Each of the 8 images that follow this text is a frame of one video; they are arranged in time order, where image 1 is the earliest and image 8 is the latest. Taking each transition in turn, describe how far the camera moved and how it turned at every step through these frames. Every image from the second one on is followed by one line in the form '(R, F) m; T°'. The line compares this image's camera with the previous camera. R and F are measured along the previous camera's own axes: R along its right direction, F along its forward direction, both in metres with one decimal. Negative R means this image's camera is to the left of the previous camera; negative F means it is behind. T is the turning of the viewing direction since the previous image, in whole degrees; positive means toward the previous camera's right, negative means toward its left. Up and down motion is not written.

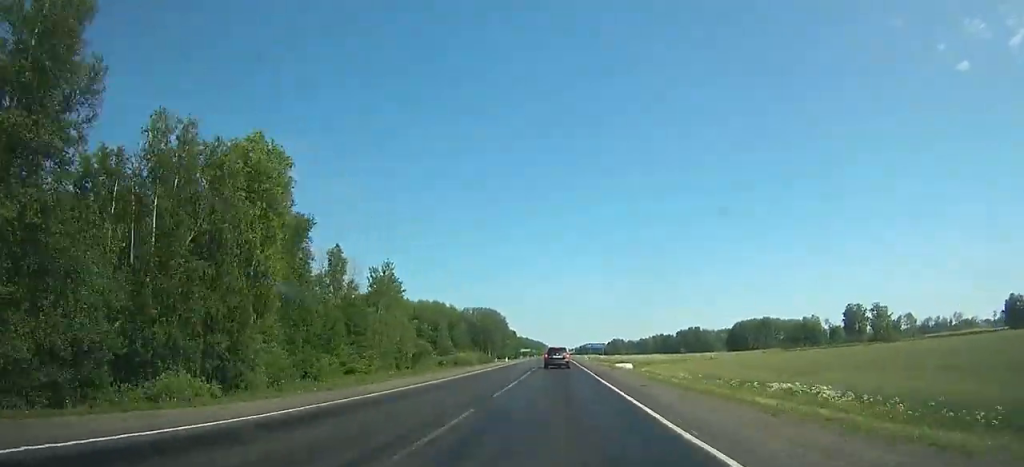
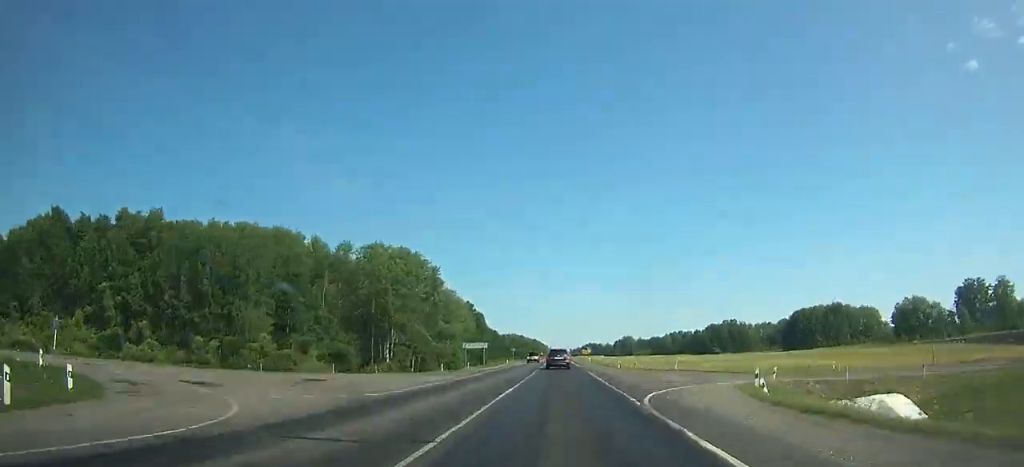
(0.0, +105.9) m; 0°
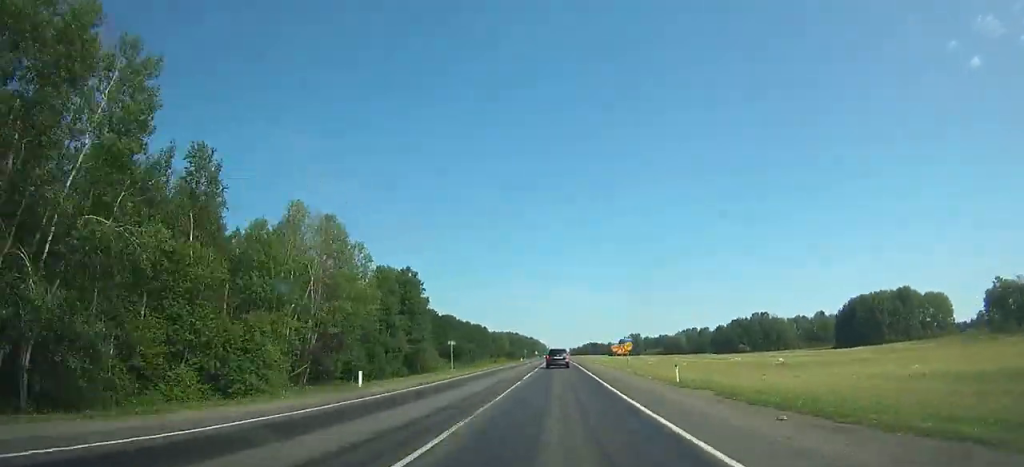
(0.0, +64.8) m; 0°
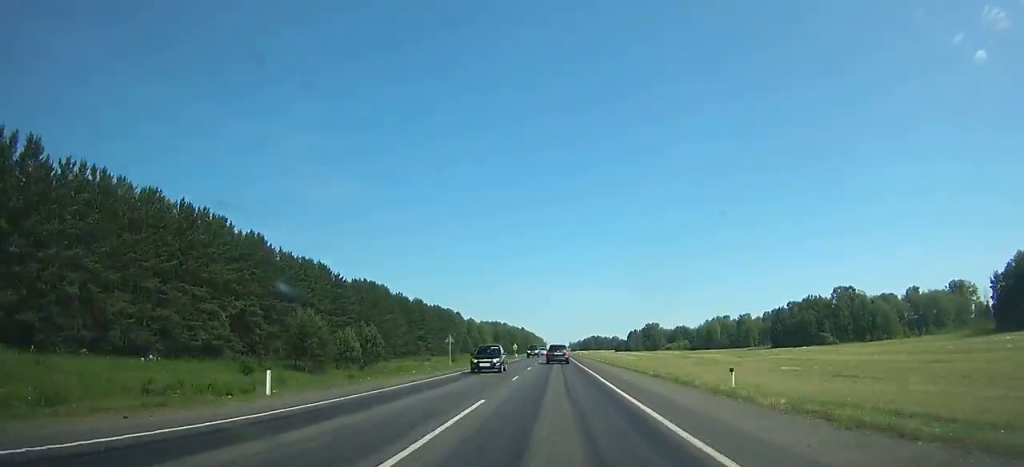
(+0.3, +108.0) m; 0°
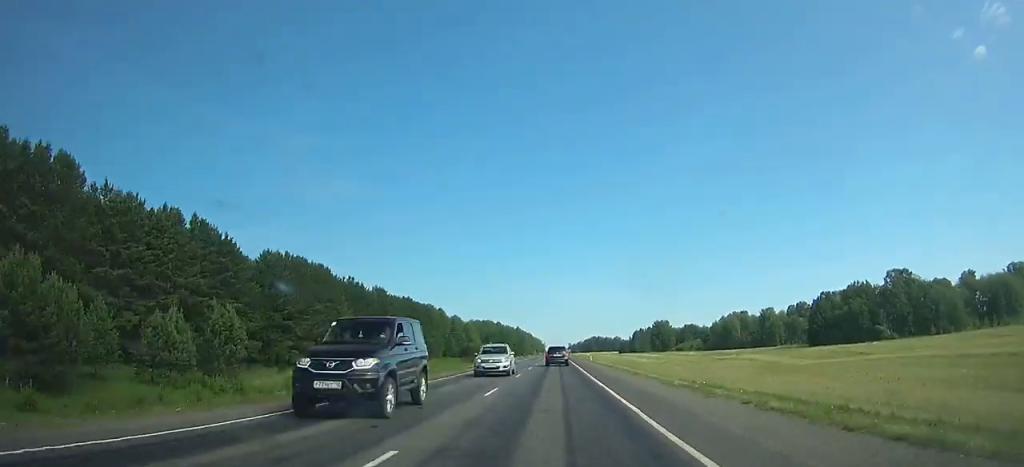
(0.0, +43.6) m; 0°
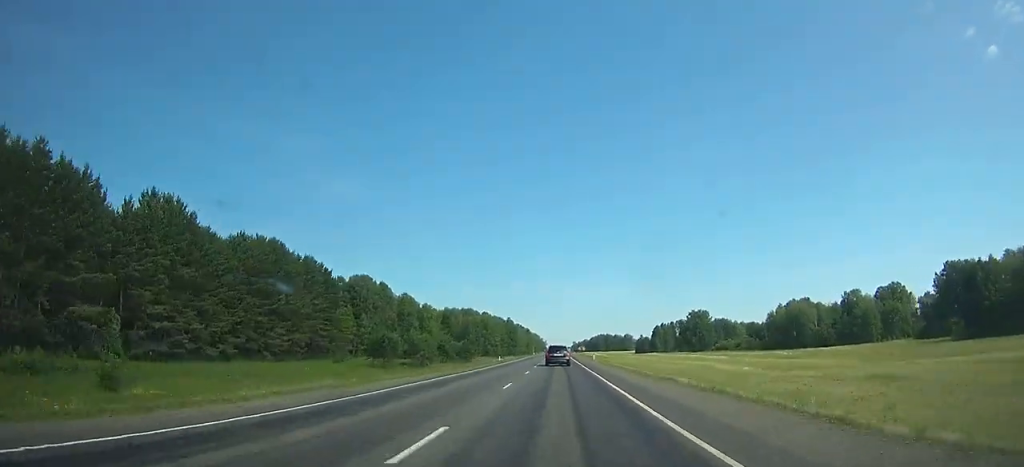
(-0.1, +94.1) m; 0°
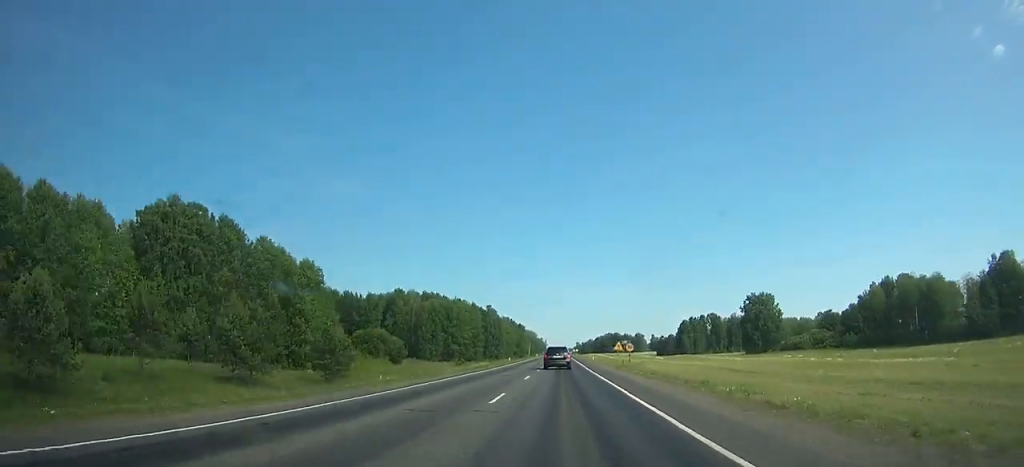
(0.0, +86.0) m; 0°
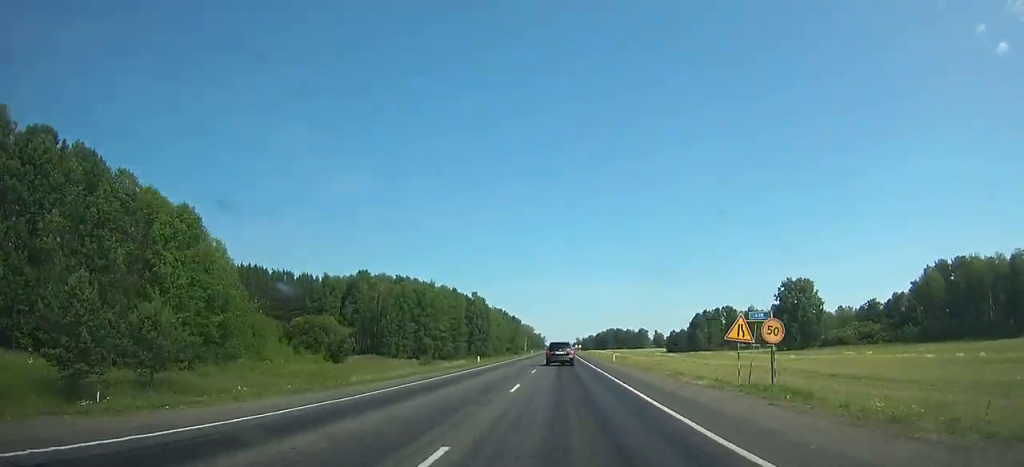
(0.0, +33.3) m; 0°
